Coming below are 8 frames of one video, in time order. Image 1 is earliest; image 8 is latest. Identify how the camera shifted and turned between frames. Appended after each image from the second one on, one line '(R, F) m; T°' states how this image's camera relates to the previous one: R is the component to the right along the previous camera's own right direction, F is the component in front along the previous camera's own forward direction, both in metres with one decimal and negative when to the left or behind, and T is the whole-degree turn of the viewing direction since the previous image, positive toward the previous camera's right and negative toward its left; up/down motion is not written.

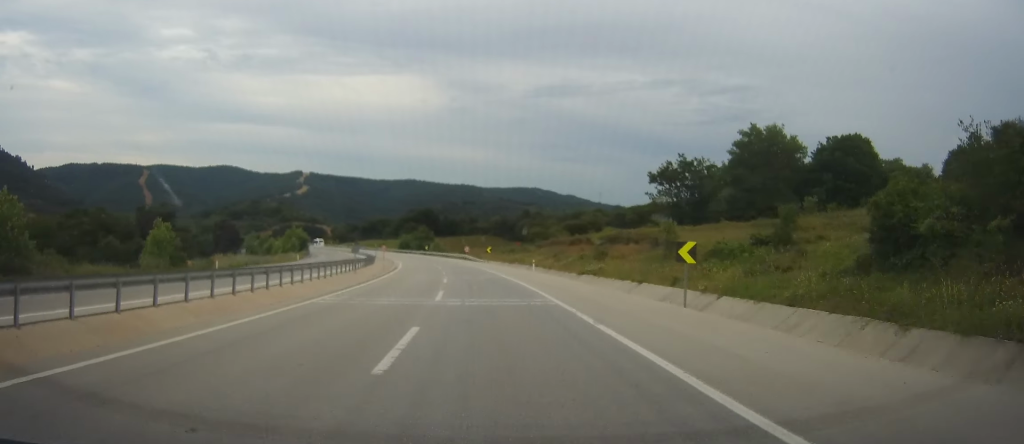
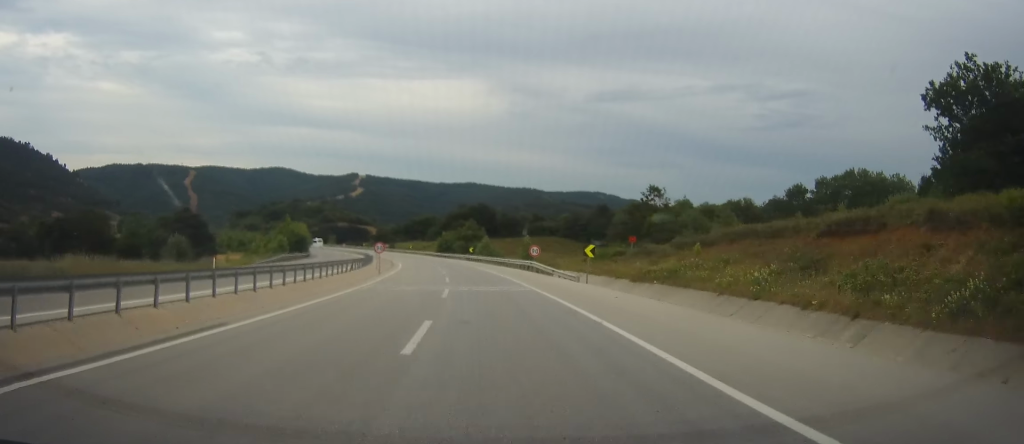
(-2.7, +47.1) m; -7°
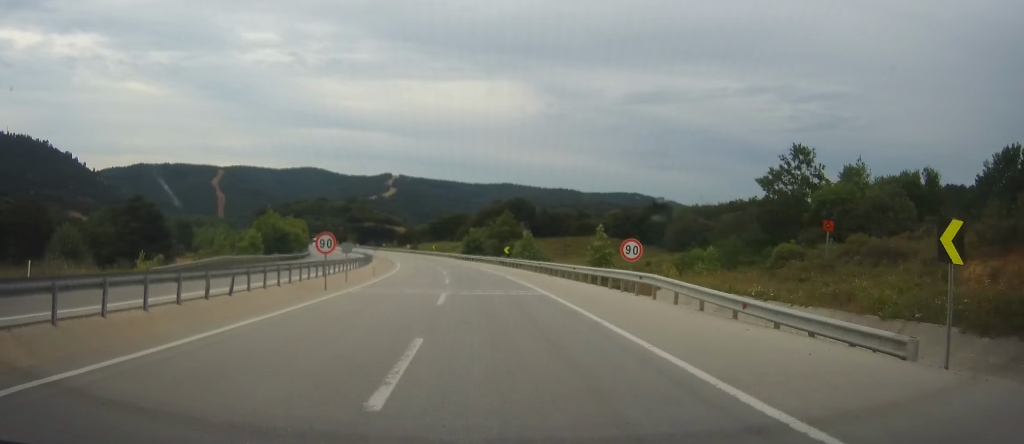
(-1.2, +27.2) m; -4°
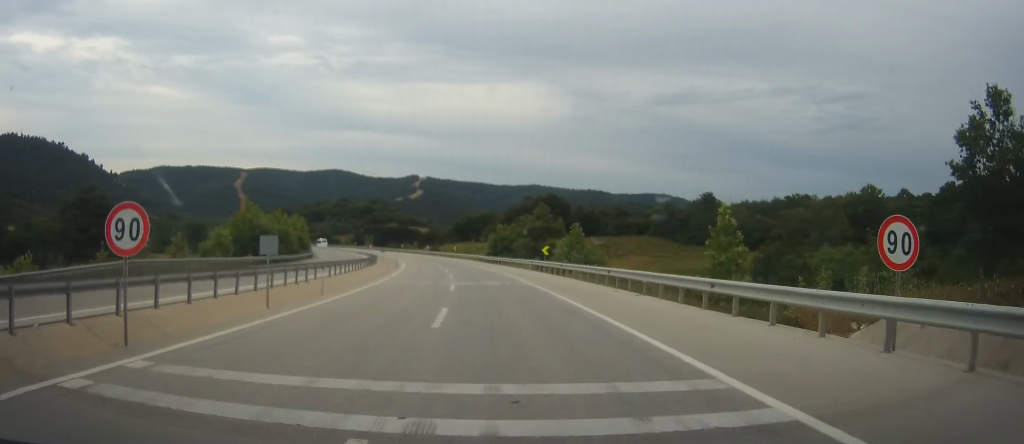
(-0.5, +18.3) m; -2°
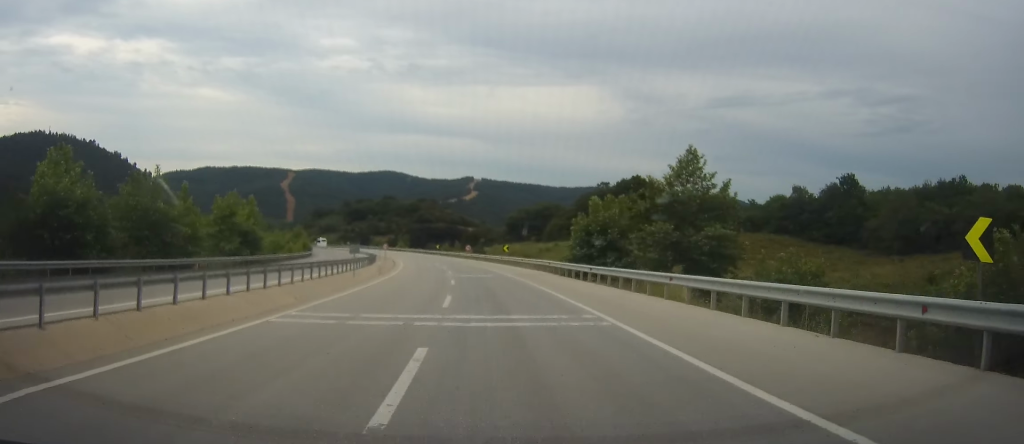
(-0.9, +44.0) m; -5°
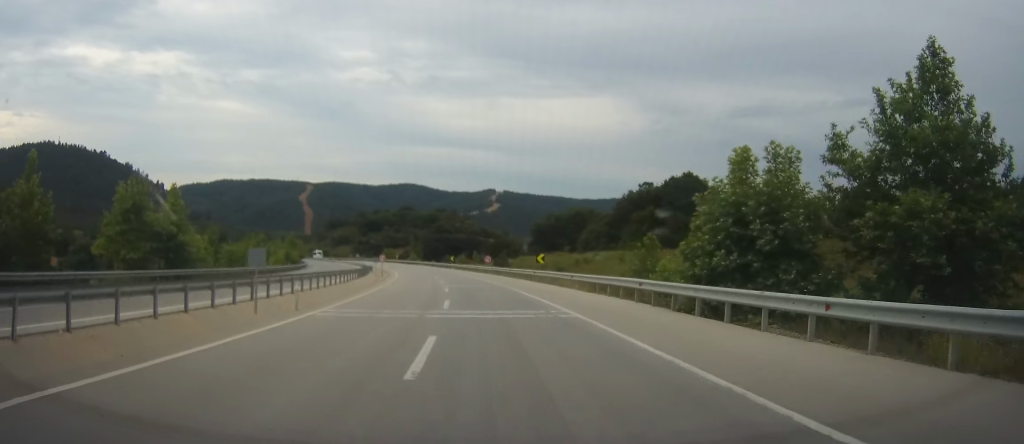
(-0.9, +22.3) m; -3°
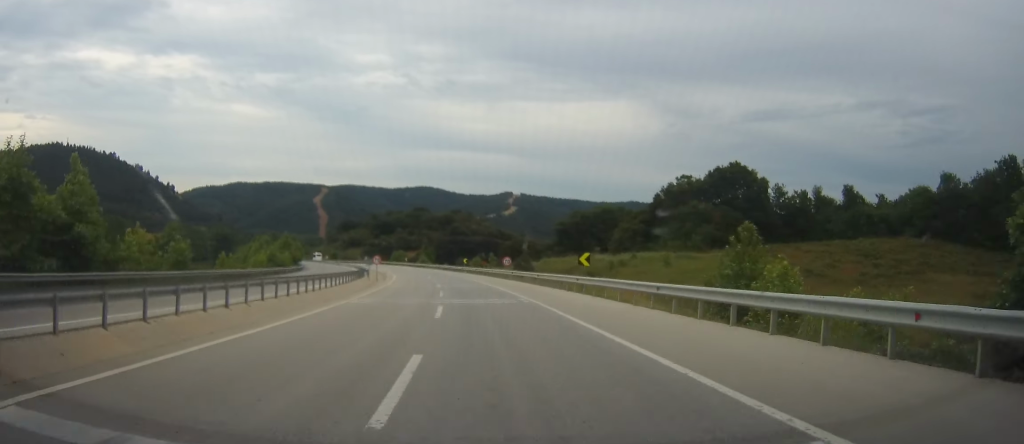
(-0.3, +15.5) m; -1°
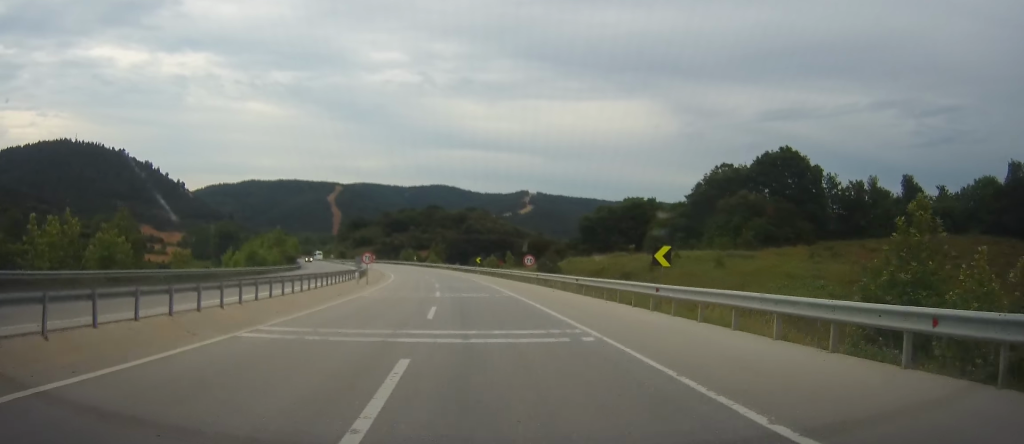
(-0.1, +14.1) m; -1°
